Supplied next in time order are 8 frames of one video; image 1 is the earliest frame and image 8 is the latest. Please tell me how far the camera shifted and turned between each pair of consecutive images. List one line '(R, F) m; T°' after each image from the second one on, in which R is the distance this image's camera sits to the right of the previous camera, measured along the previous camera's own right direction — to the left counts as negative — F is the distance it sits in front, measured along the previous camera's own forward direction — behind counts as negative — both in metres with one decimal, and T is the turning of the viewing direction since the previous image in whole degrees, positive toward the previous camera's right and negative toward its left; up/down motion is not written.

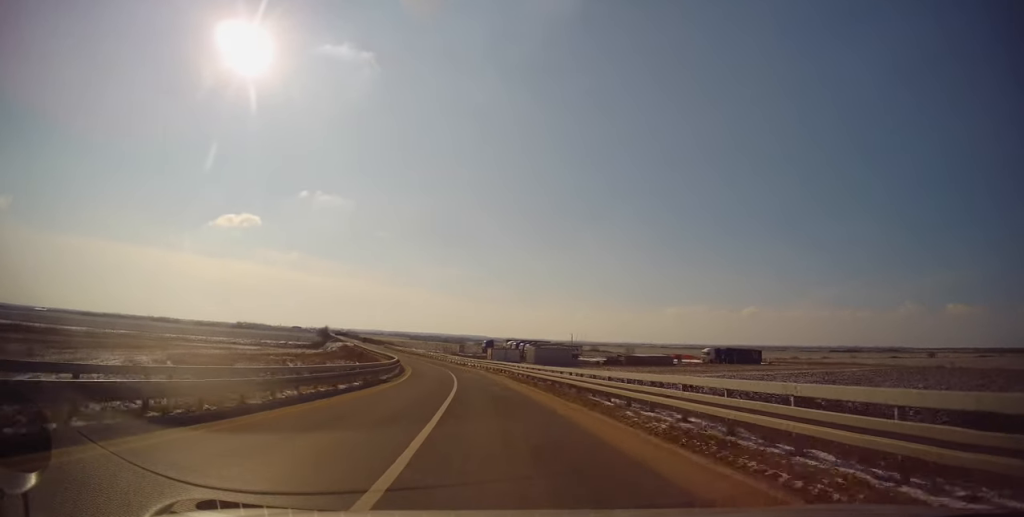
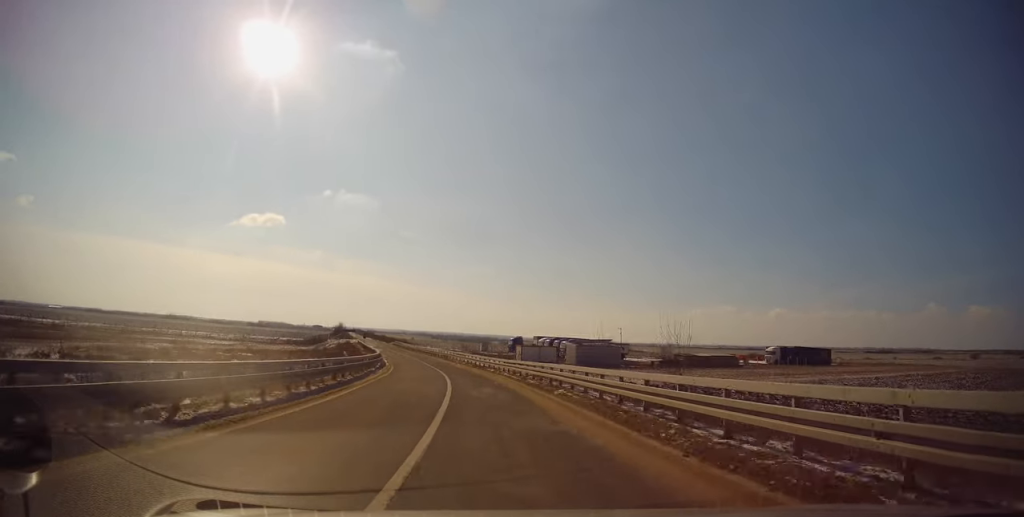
(+0.1, +21.6) m; -2°
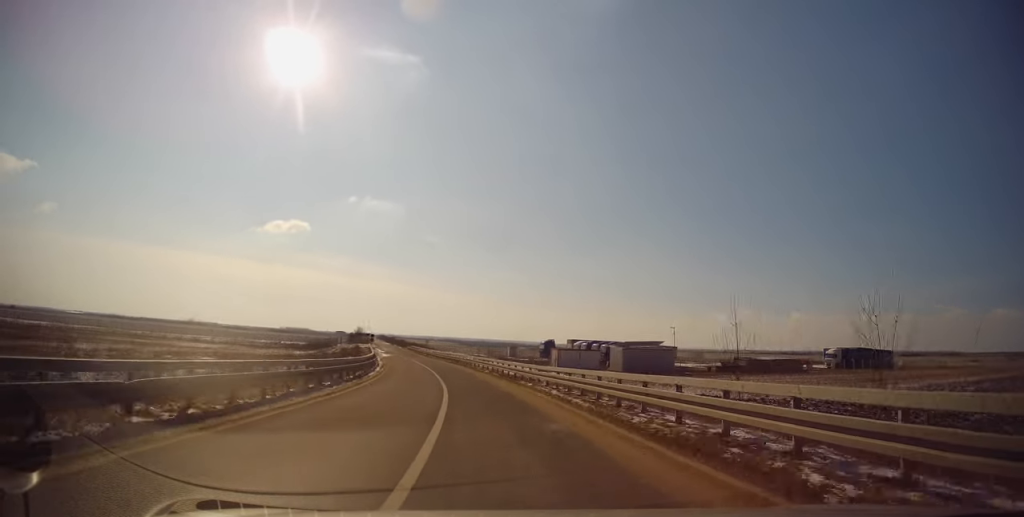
(+0.1, +13.6) m; -3°
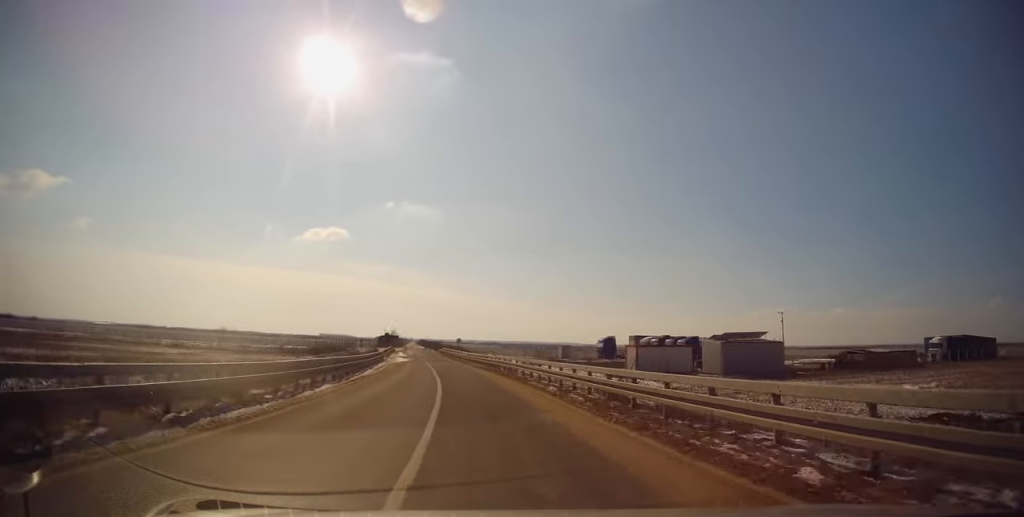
(-1.0, +18.9) m; -5°
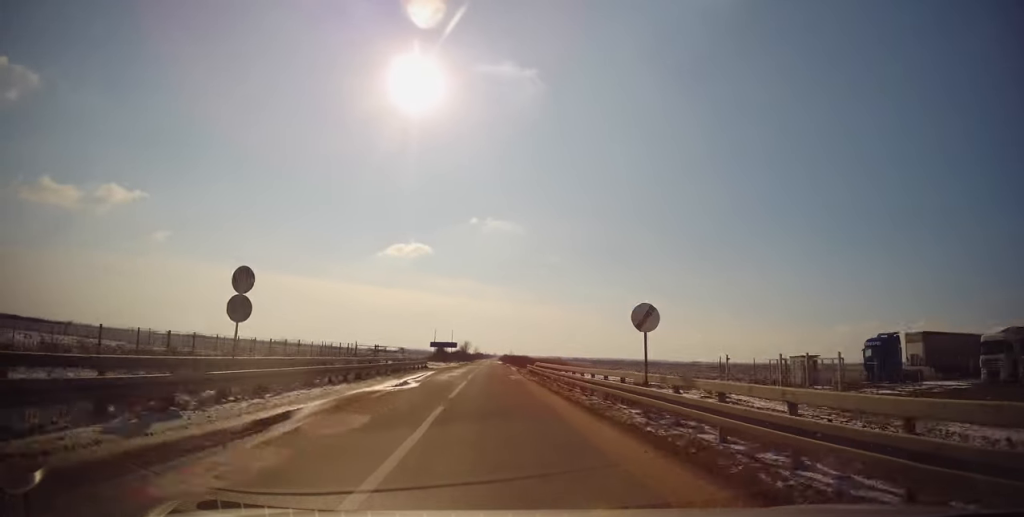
(-4.3, +51.8) m; -7°
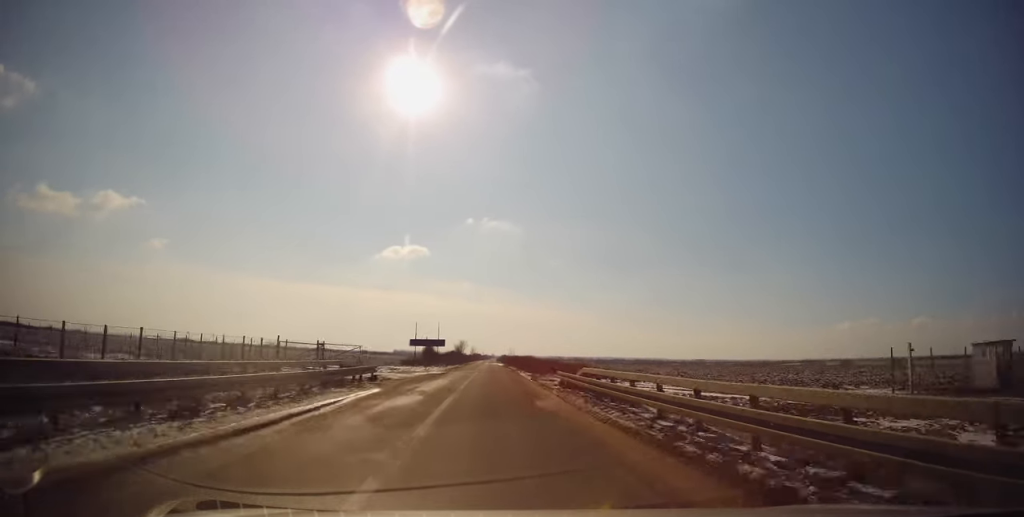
(-0.2, +18.9) m; -1°
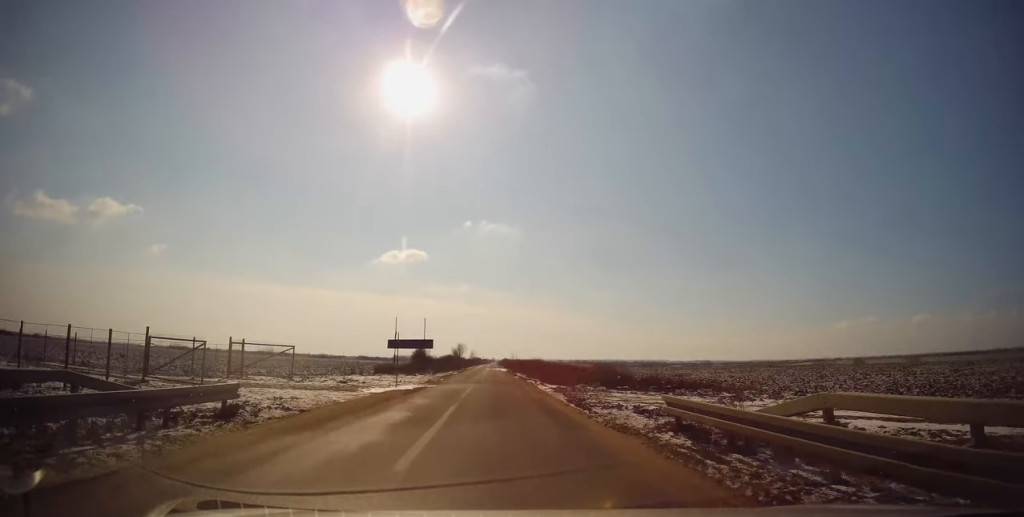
(-0.2, +13.6) m; 0°
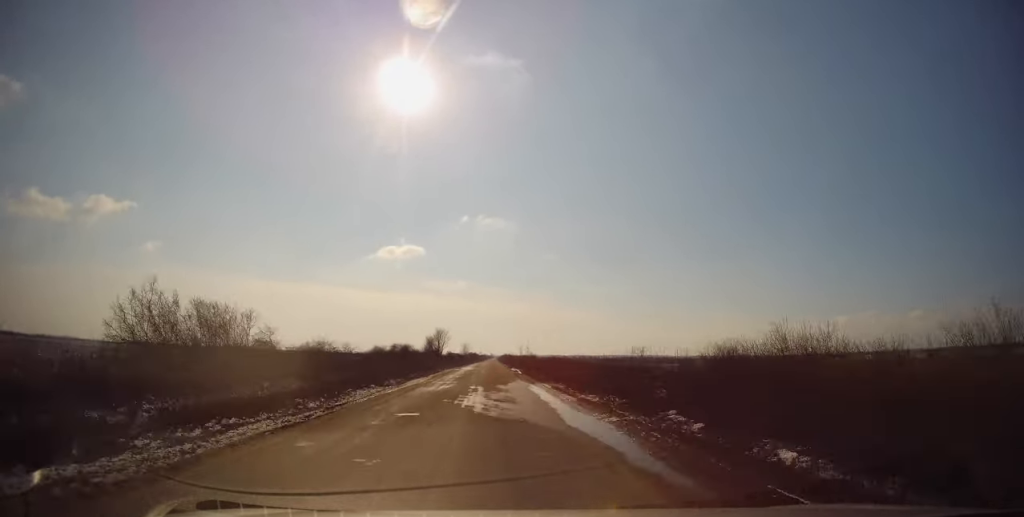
(-0.6, +65.9) m; -1°
